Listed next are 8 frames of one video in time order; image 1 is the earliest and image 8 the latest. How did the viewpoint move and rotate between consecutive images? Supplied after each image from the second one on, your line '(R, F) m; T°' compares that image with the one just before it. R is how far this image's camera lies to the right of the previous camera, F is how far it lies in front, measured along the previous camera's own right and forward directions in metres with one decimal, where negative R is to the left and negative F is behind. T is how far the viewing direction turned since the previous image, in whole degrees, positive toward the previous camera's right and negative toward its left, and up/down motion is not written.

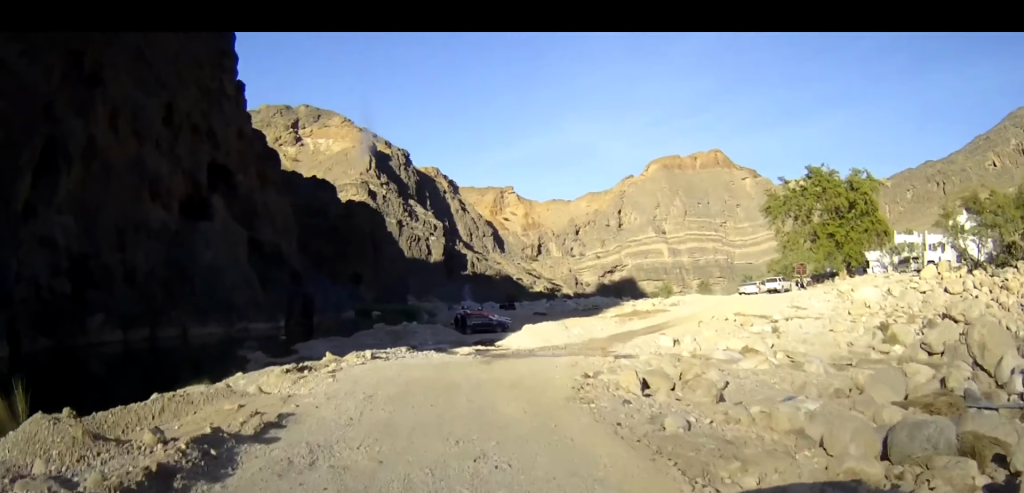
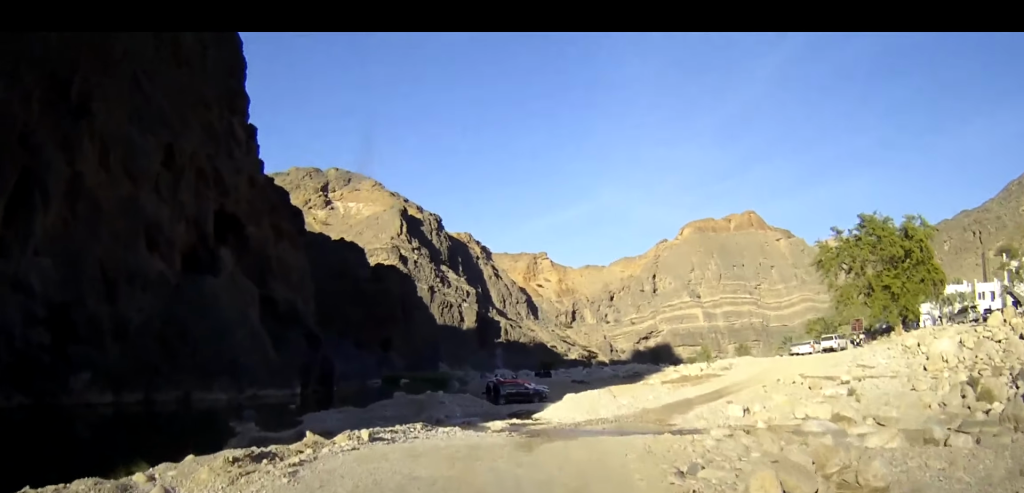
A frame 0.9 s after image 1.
(-0.3, +7.3) m; -3°
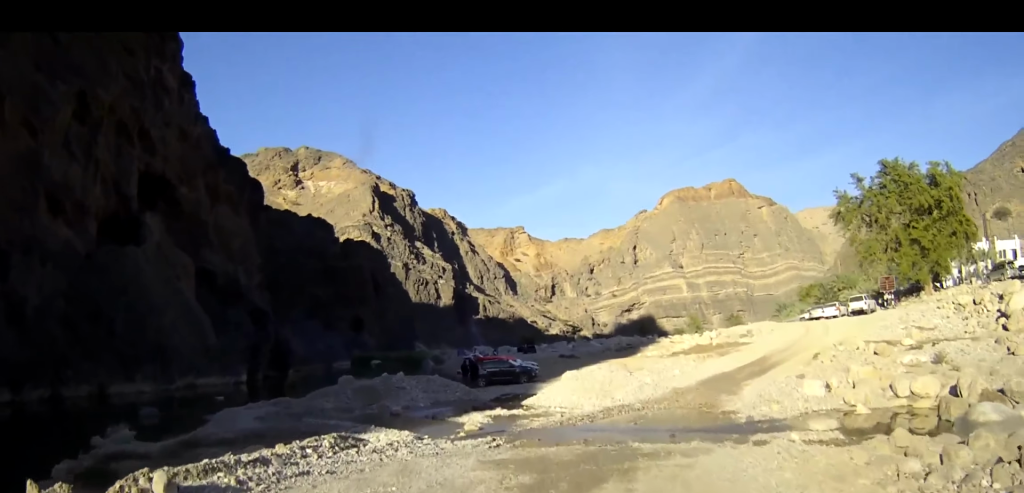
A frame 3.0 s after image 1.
(-0.1, +12.0) m; -1°
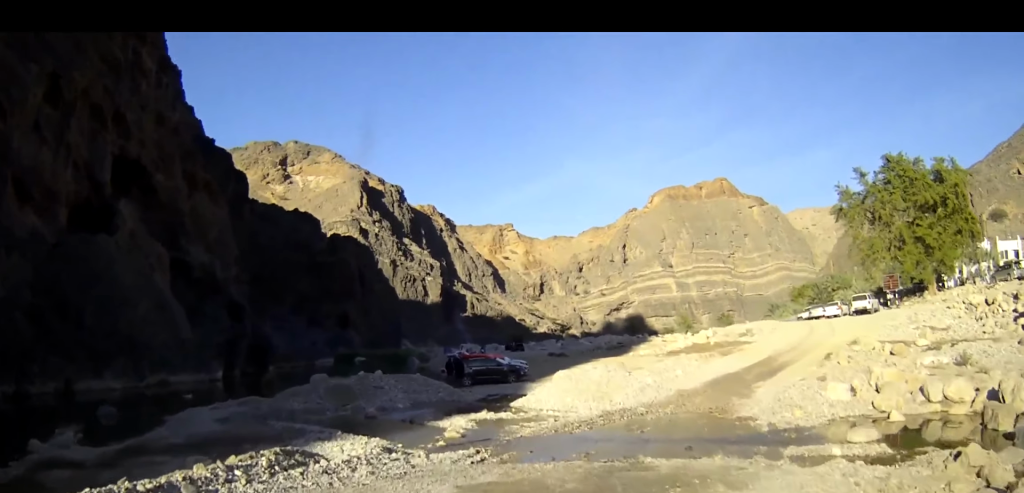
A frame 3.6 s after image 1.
(-0.1, +3.0) m; +1°
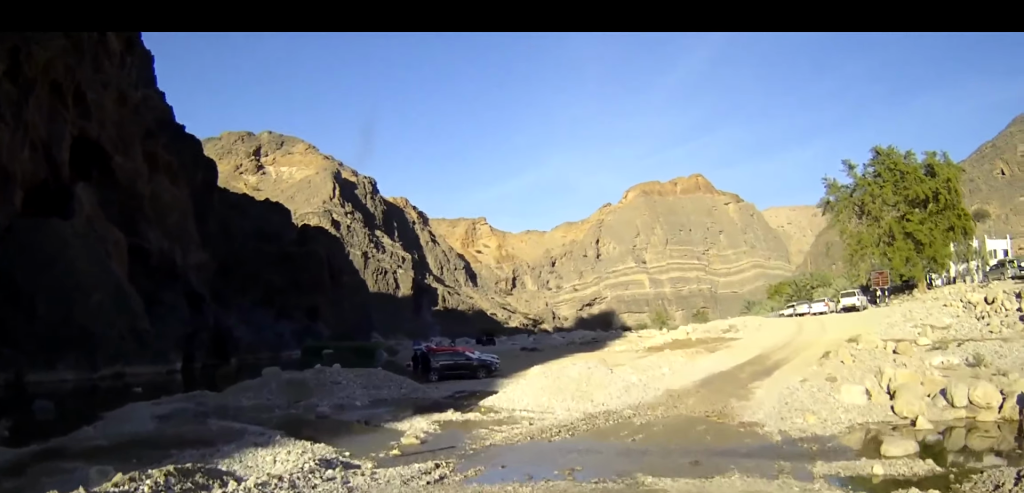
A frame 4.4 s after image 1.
(+0.1, +3.1) m; +3°
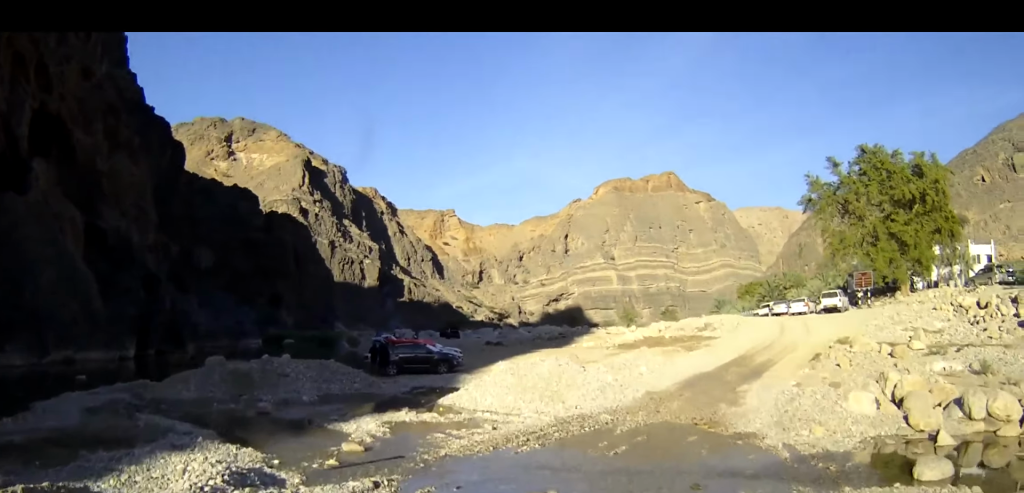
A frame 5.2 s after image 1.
(+0.1, +2.7) m; +6°
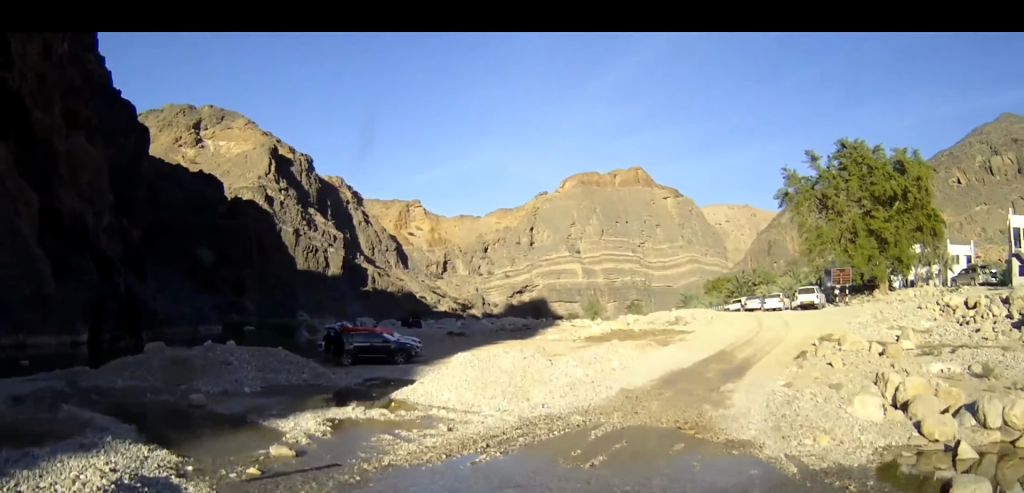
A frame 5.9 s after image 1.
(0.0, +2.1) m; +6°
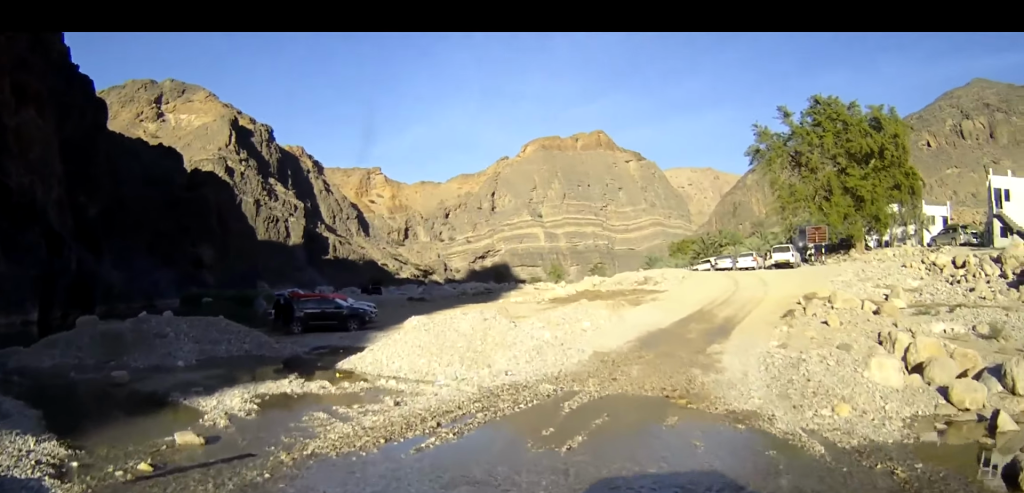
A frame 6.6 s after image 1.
(+0.2, +2.2) m; +3°
